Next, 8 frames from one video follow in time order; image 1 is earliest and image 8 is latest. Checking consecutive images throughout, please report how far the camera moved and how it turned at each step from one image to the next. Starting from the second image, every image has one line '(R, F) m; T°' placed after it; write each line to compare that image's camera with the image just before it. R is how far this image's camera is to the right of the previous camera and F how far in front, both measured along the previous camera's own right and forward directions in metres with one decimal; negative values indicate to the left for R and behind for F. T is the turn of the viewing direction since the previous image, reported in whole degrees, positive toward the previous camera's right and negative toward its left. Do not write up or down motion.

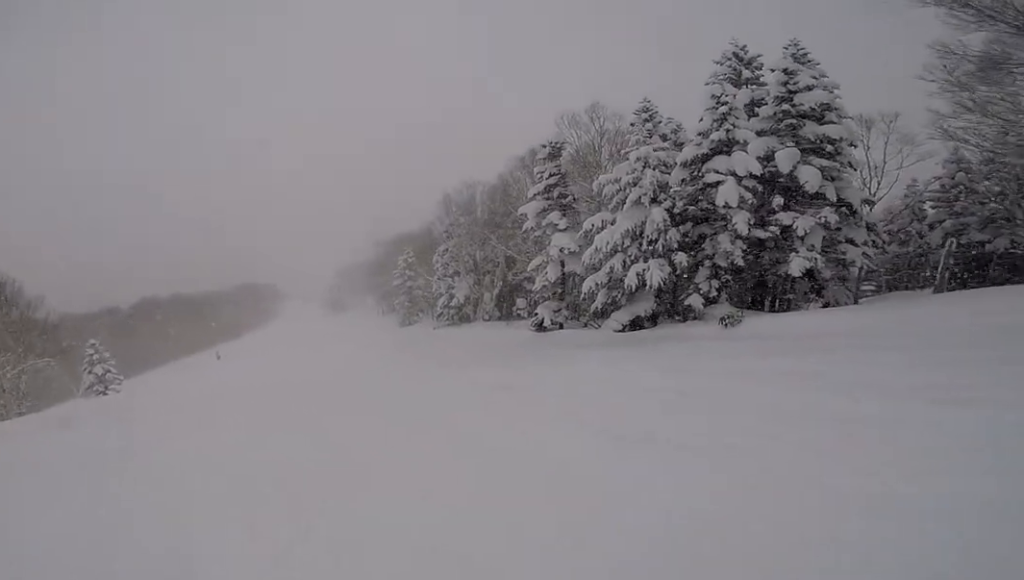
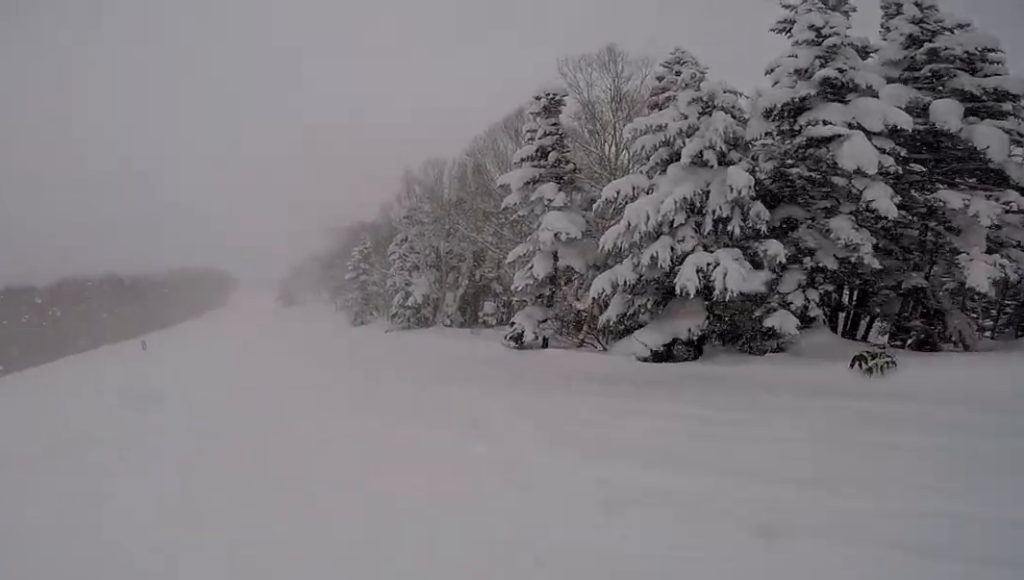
(+0.1, +6.2) m; +12°
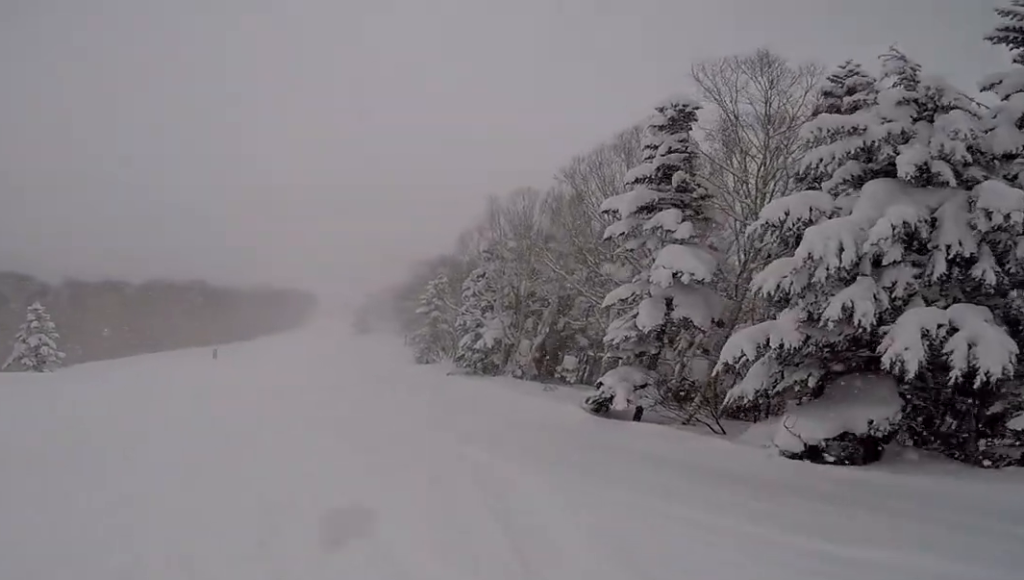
(-0.2, +2.9) m; +8°
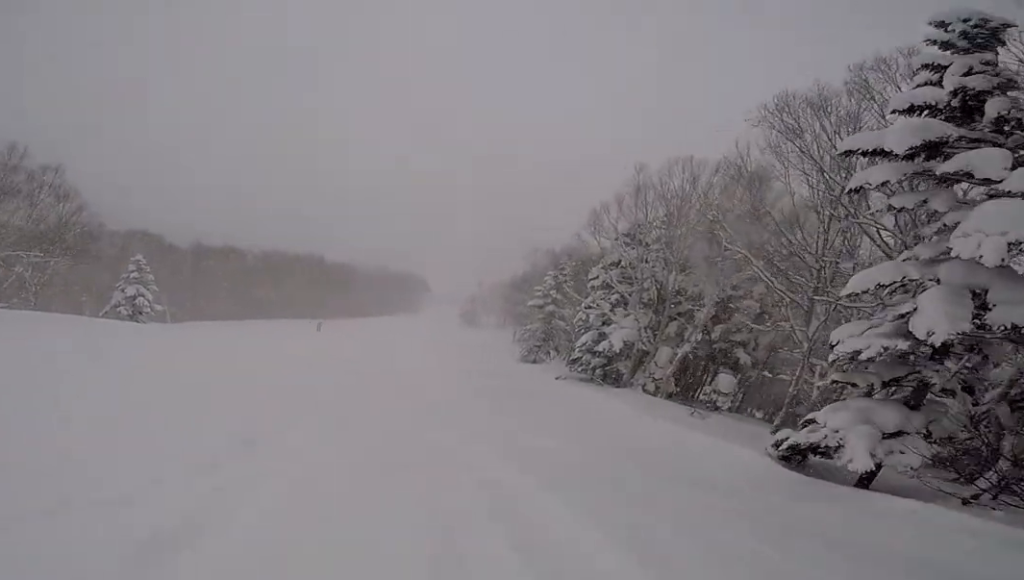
(+1.4, +4.4) m; -3°
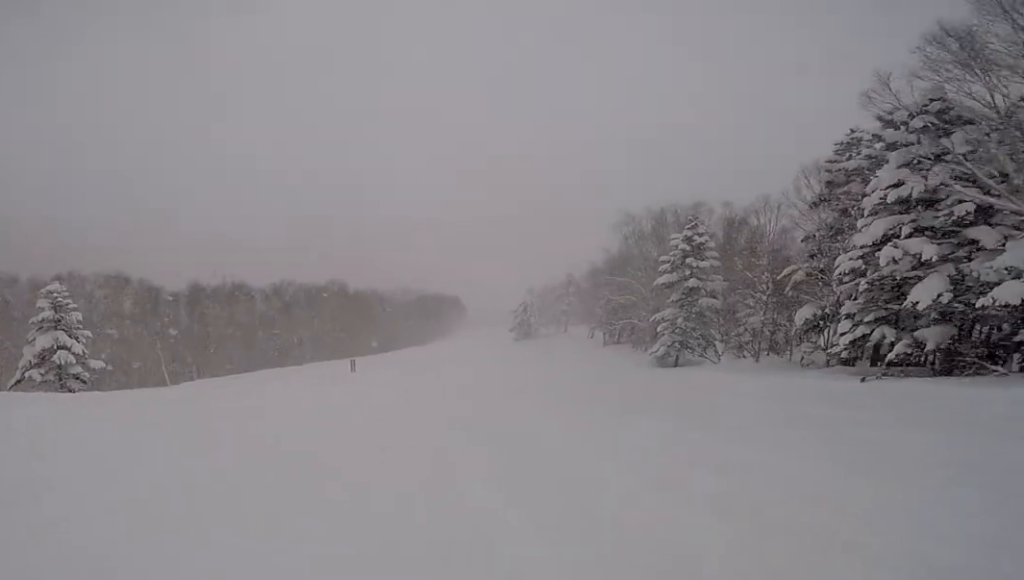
(-4.9, +11.9) m; -30°
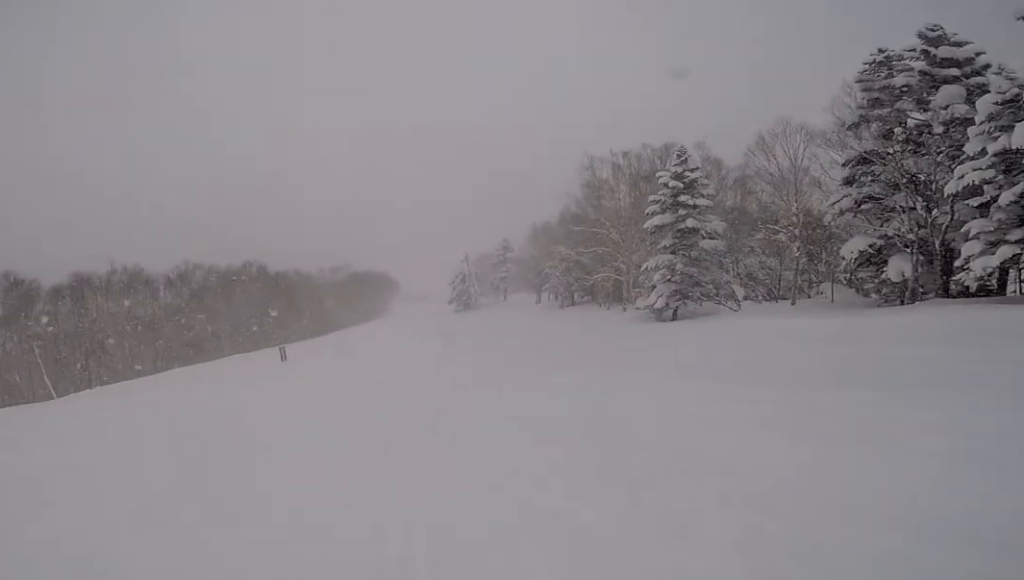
(-0.1, +6.4) m; -1°
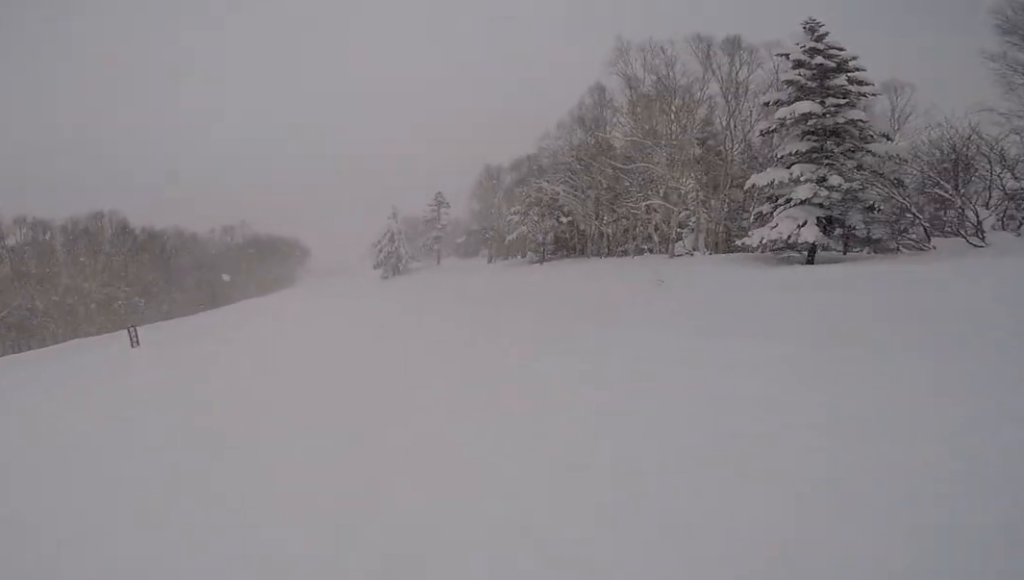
(0.0, +12.7) m; +3°
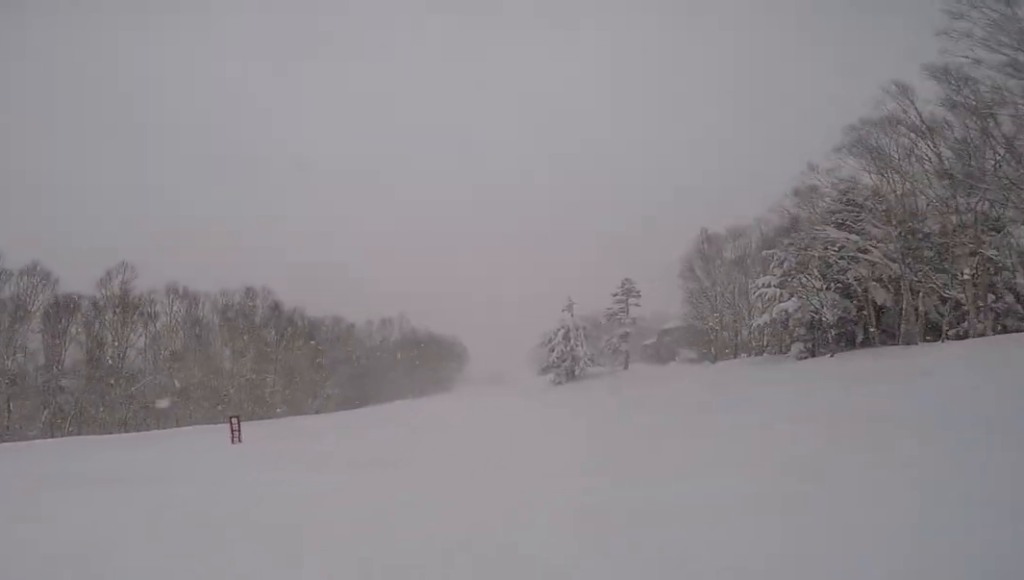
(+0.4, +9.0) m; +11°
